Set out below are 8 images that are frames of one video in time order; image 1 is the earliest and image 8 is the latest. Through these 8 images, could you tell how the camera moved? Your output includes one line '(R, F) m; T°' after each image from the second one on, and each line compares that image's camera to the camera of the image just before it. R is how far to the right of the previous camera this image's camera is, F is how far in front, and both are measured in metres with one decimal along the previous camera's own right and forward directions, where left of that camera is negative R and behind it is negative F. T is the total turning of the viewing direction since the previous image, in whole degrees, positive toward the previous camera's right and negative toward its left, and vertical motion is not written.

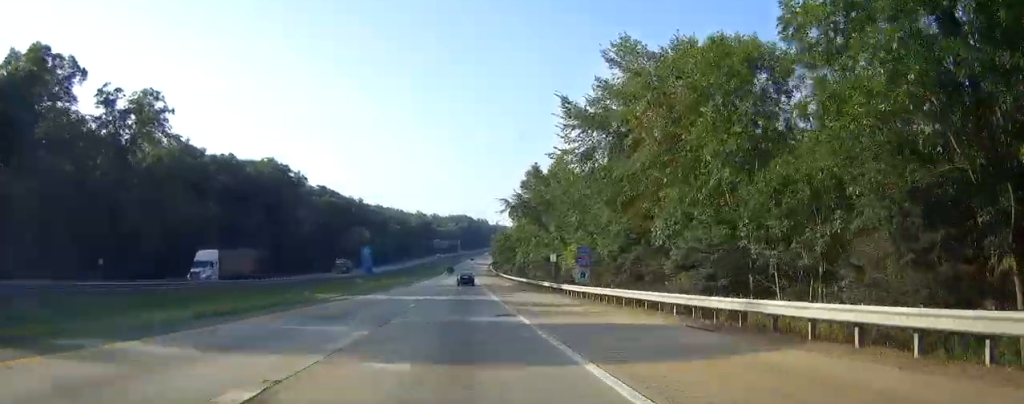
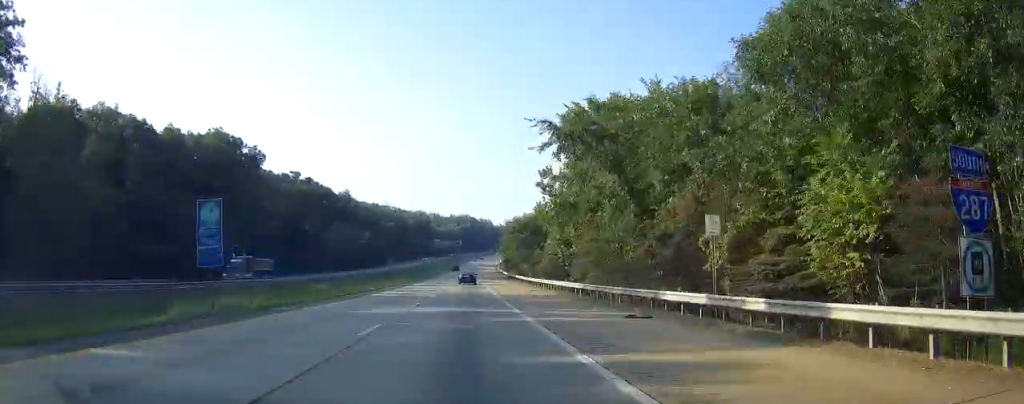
(0.0, +36.3) m; 0°
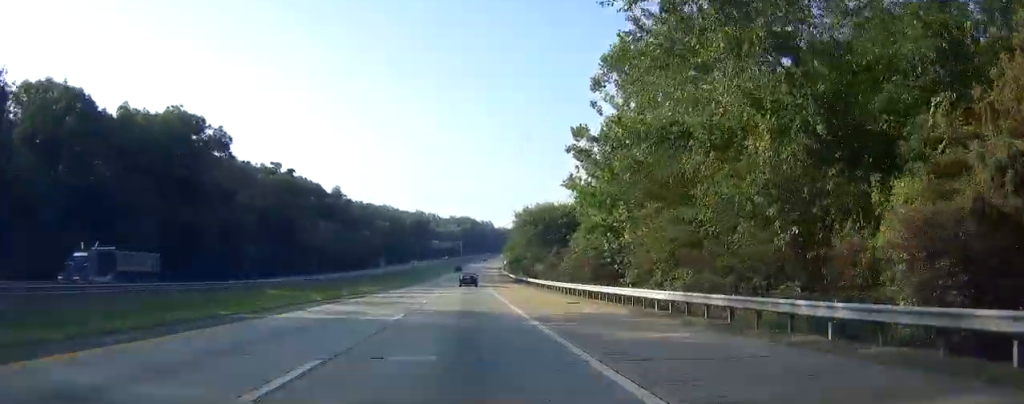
(0.0, +19.2) m; 0°
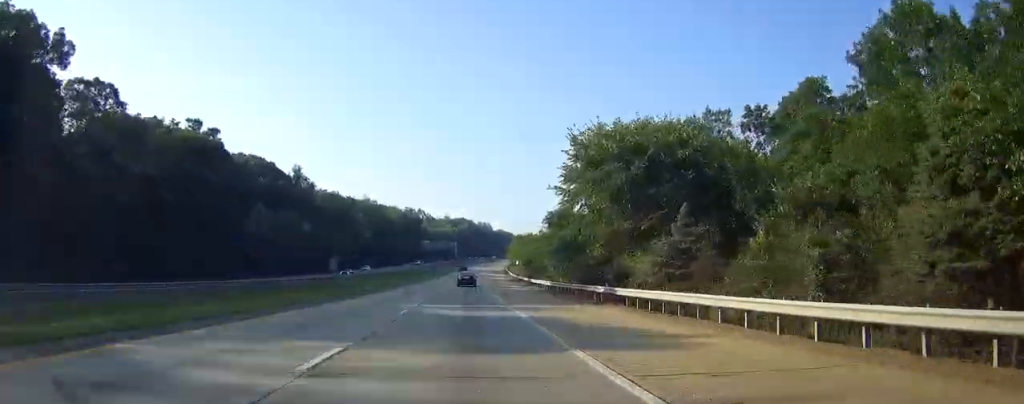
(+0.1, +49.0) m; 0°
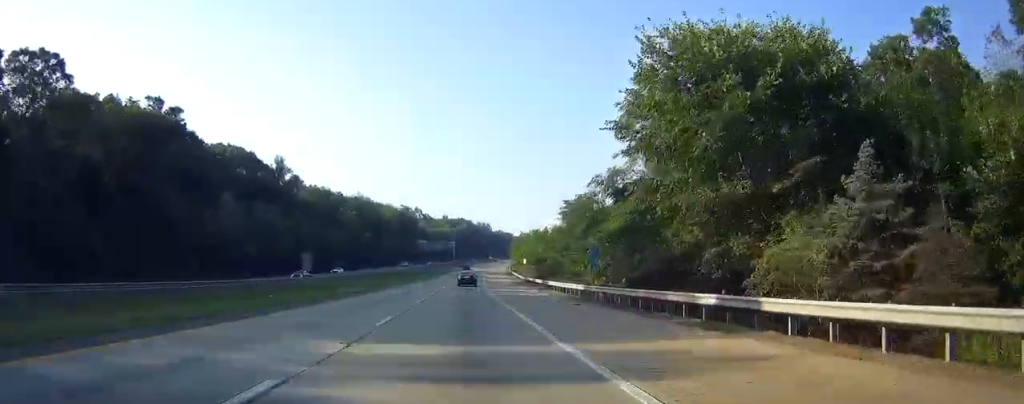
(+0.1, +16.0) m; 0°
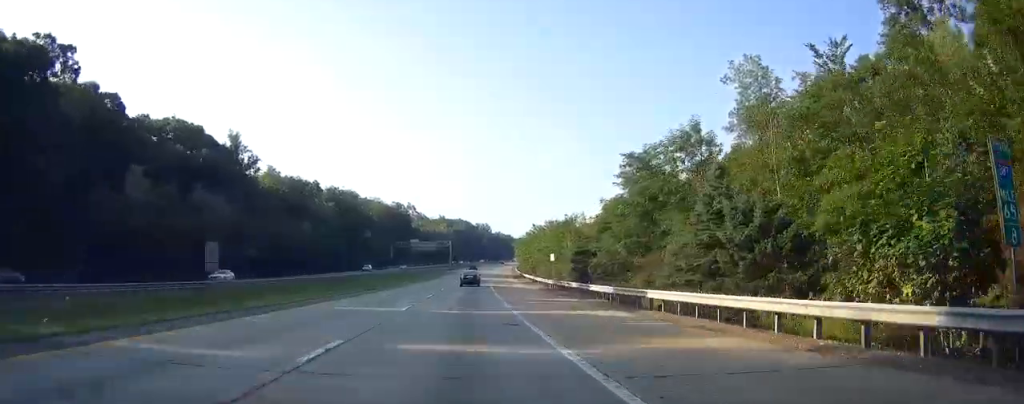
(-0.1, +31.8) m; 0°
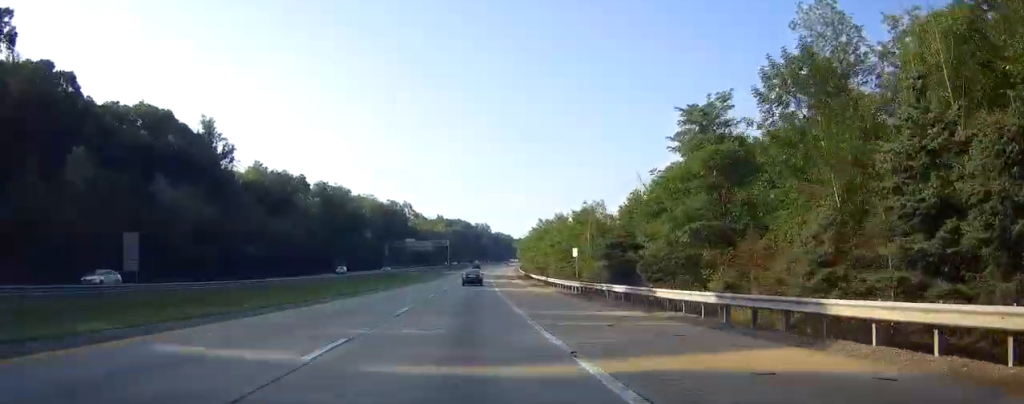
(+0.1, +13.8) m; 0°
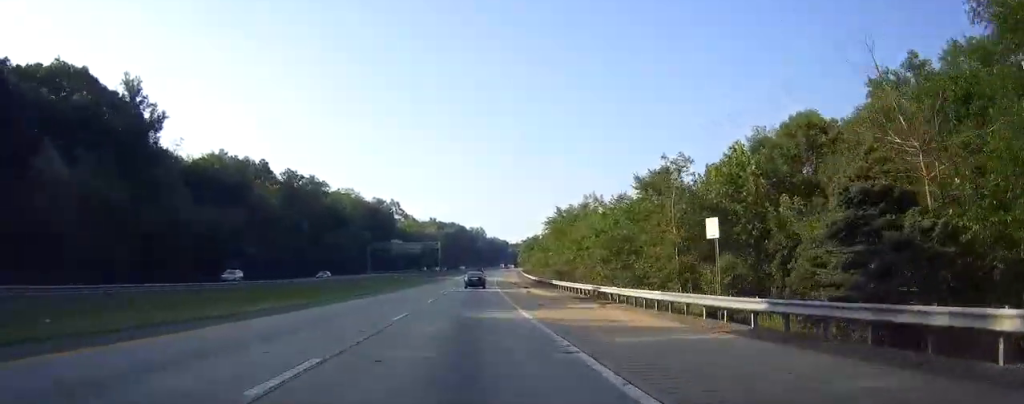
(+0.1, +28.4) m; 0°
